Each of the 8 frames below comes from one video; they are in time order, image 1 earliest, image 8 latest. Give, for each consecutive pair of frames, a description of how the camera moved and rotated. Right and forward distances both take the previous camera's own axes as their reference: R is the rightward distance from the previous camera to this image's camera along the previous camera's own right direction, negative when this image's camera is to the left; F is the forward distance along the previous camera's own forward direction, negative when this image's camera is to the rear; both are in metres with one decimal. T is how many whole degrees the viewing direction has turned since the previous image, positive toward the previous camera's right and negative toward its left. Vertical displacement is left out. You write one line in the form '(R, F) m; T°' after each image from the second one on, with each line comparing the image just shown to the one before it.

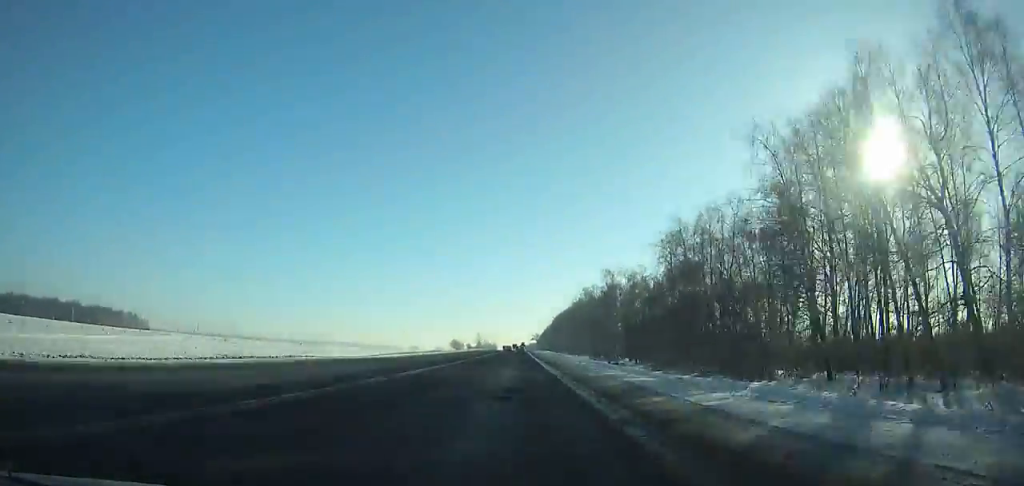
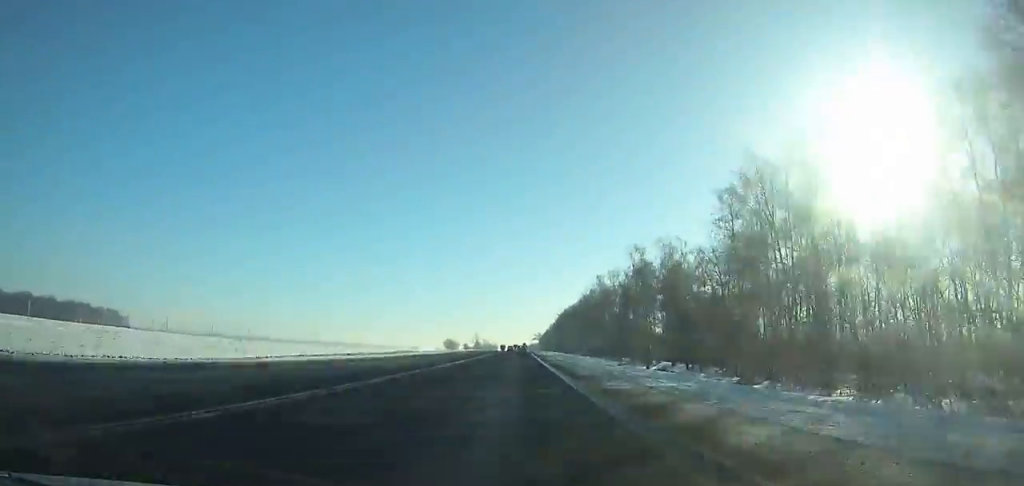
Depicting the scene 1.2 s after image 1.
(0.0, +31.7) m; 0°
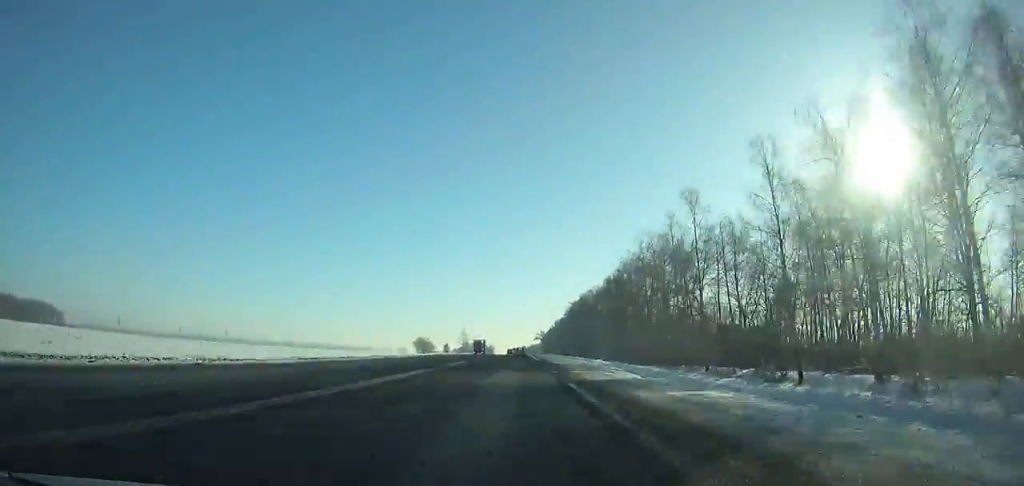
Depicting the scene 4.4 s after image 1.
(0.0, +83.8) m; 0°
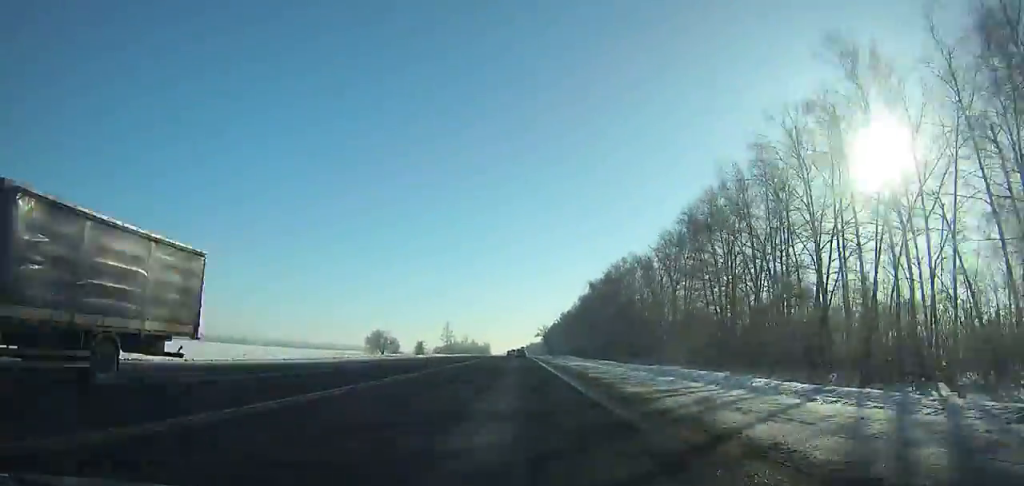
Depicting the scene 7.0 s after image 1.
(+0.1, +67.8) m; 0°
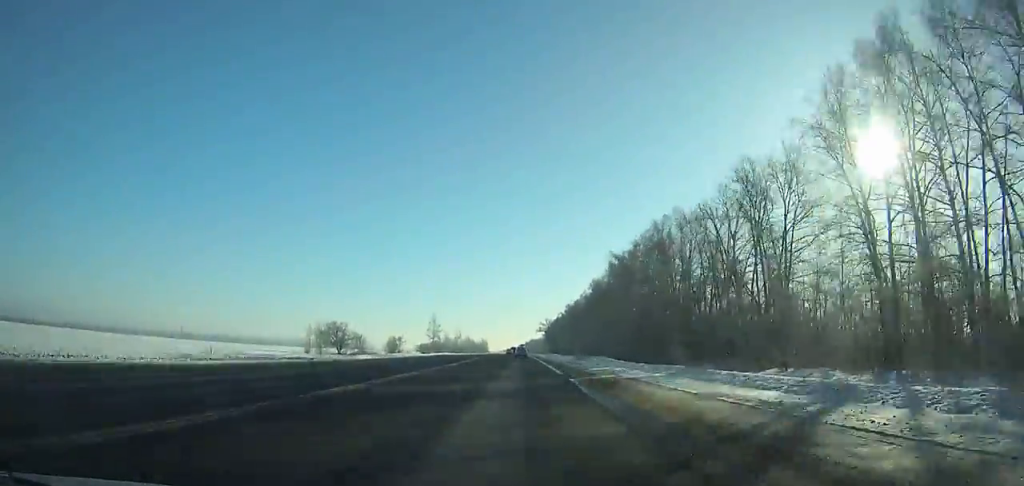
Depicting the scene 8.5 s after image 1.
(0.0, +39.2) m; 0°
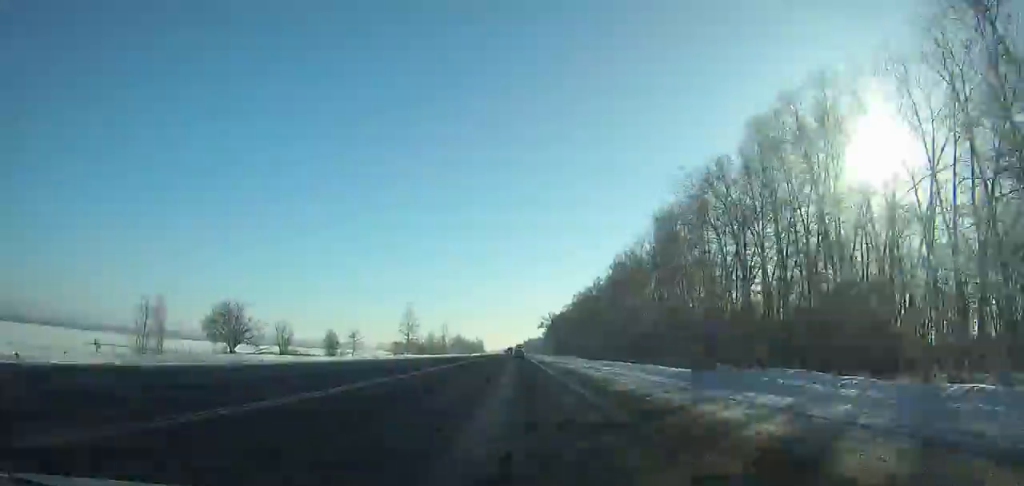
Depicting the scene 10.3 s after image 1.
(+0.2, +47.2) m; 0°
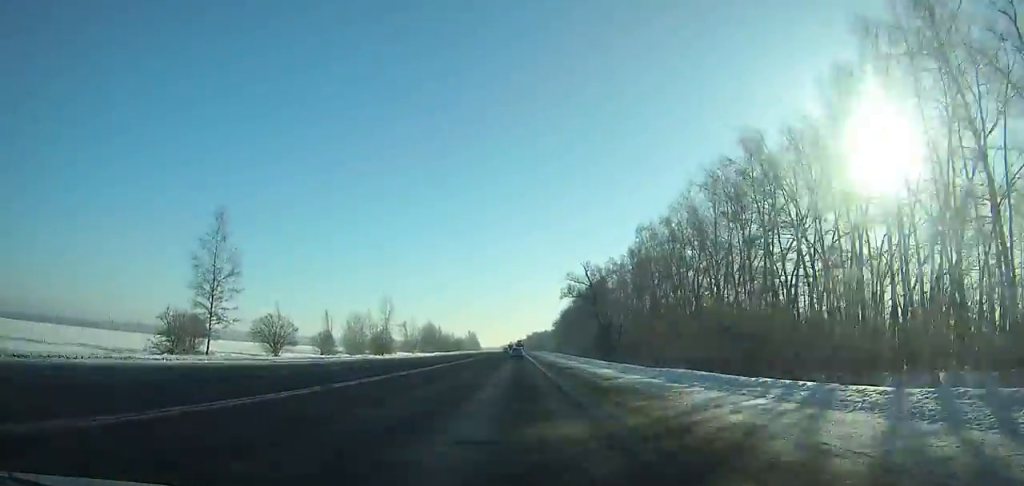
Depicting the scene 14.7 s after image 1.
(0.0, +116.5) m; 0°
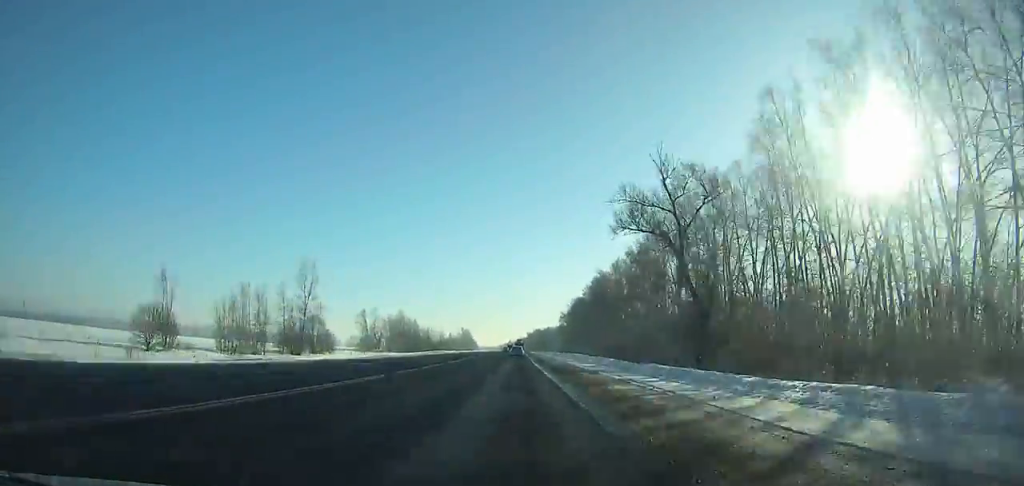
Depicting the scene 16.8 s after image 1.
(-0.1, +56.1) m; 0°
